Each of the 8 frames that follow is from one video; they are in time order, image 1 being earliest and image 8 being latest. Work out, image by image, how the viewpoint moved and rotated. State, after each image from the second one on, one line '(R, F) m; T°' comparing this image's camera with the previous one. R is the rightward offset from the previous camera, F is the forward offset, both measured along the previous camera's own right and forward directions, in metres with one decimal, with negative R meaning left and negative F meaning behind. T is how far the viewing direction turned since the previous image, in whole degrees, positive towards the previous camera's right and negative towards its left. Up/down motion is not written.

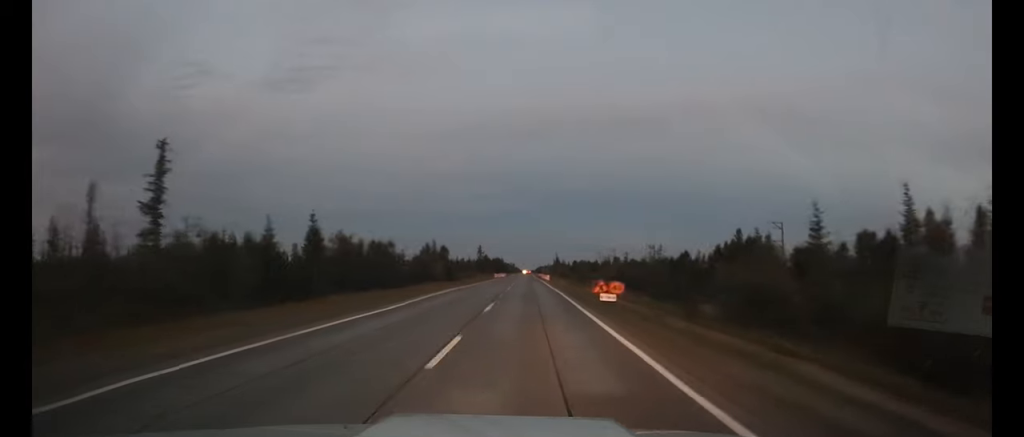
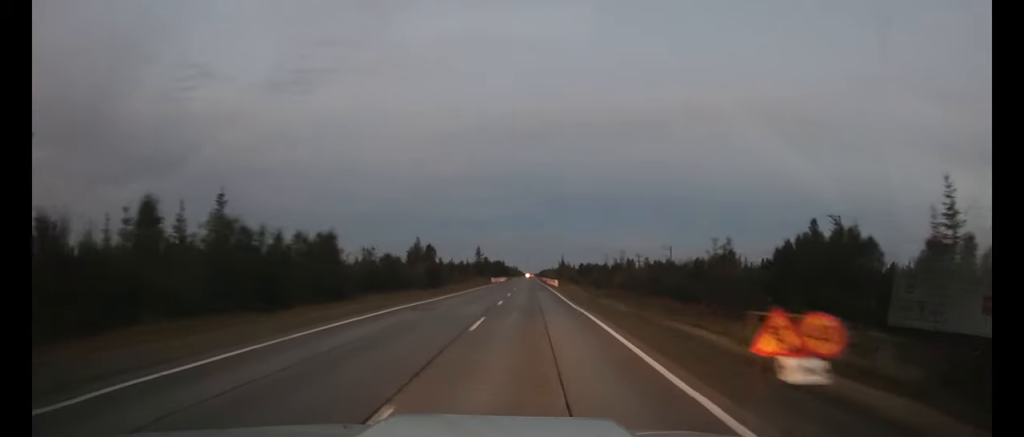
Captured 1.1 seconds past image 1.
(0.0, +17.9) m; 0°
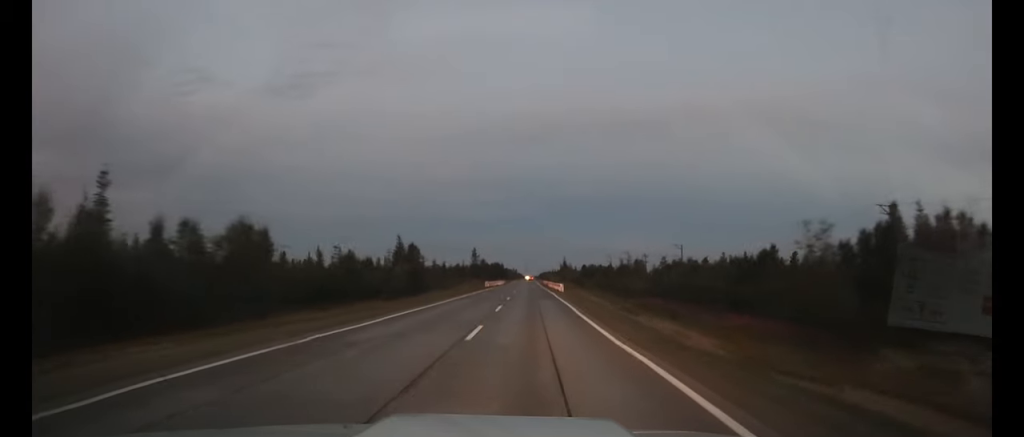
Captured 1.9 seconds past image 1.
(0.0, +12.6) m; 0°
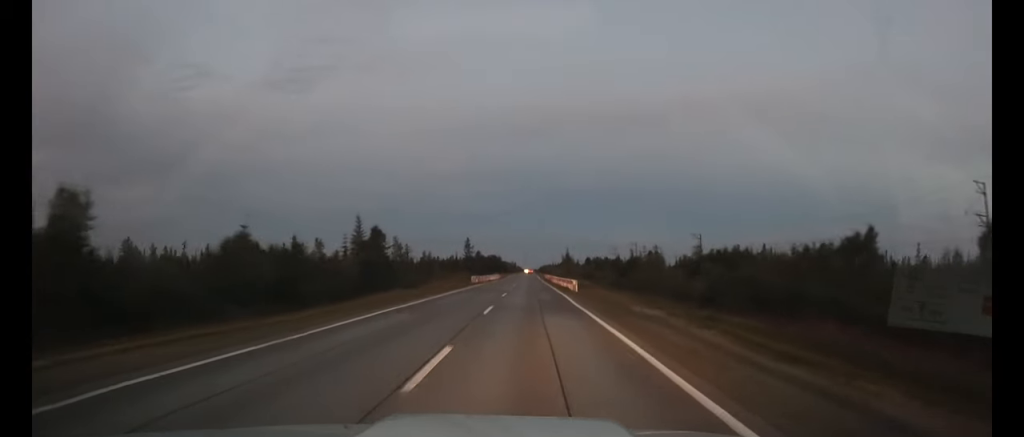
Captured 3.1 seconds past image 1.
(0.0, +18.0) m; 0°
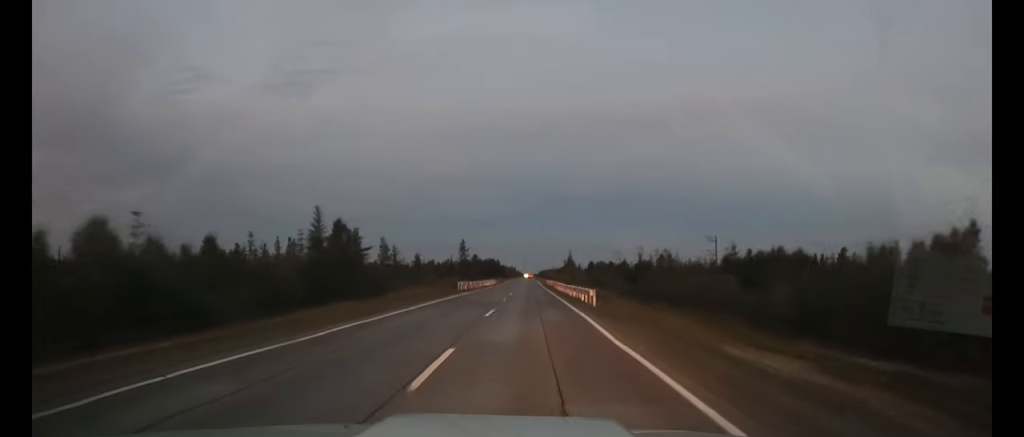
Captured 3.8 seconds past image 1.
(0.0, +11.6) m; 0°
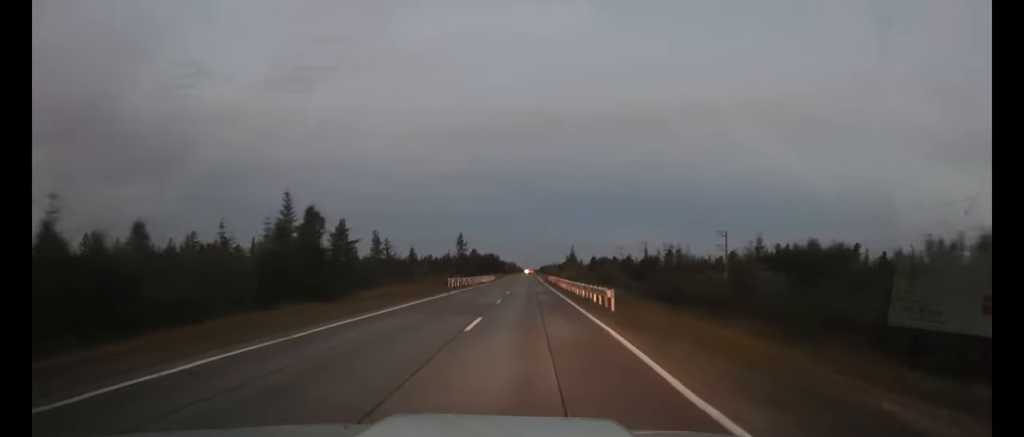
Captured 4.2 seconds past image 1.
(0.0, +6.4) m; 0°
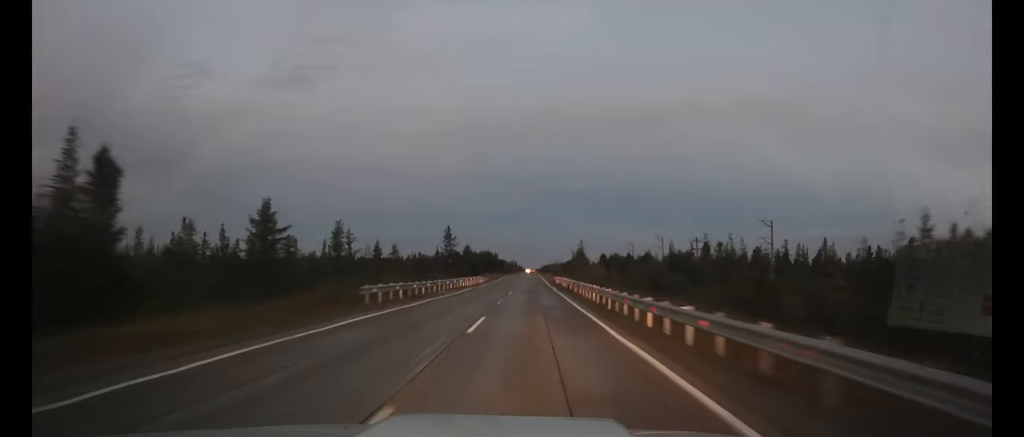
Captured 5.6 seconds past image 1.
(0.0, +23.0) m; 0°
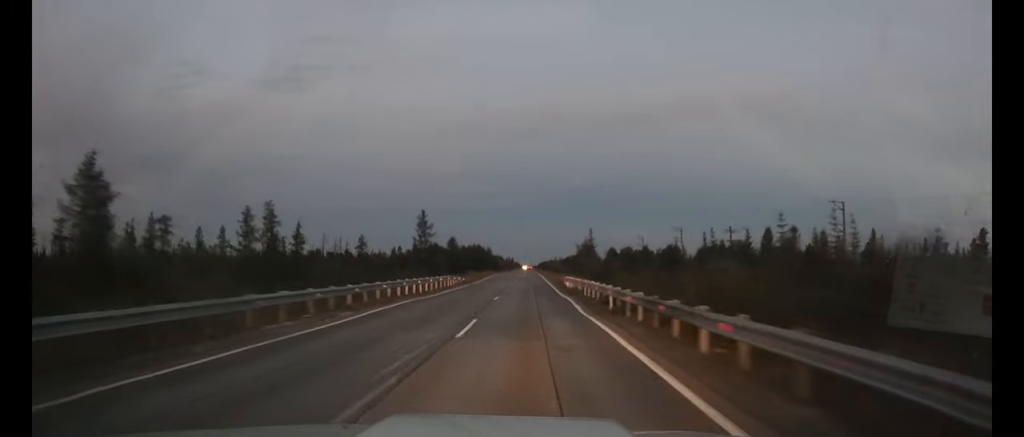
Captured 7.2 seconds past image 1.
(+0.1, +25.3) m; 0°
